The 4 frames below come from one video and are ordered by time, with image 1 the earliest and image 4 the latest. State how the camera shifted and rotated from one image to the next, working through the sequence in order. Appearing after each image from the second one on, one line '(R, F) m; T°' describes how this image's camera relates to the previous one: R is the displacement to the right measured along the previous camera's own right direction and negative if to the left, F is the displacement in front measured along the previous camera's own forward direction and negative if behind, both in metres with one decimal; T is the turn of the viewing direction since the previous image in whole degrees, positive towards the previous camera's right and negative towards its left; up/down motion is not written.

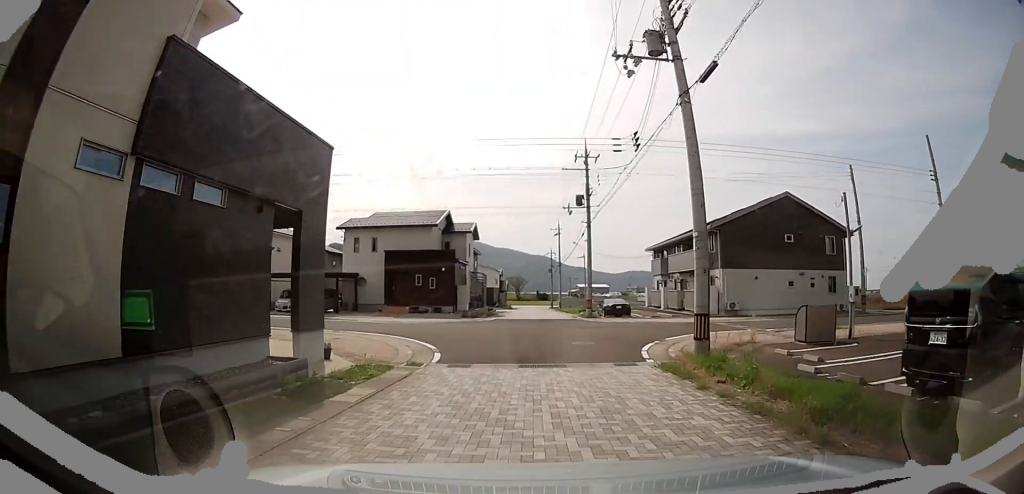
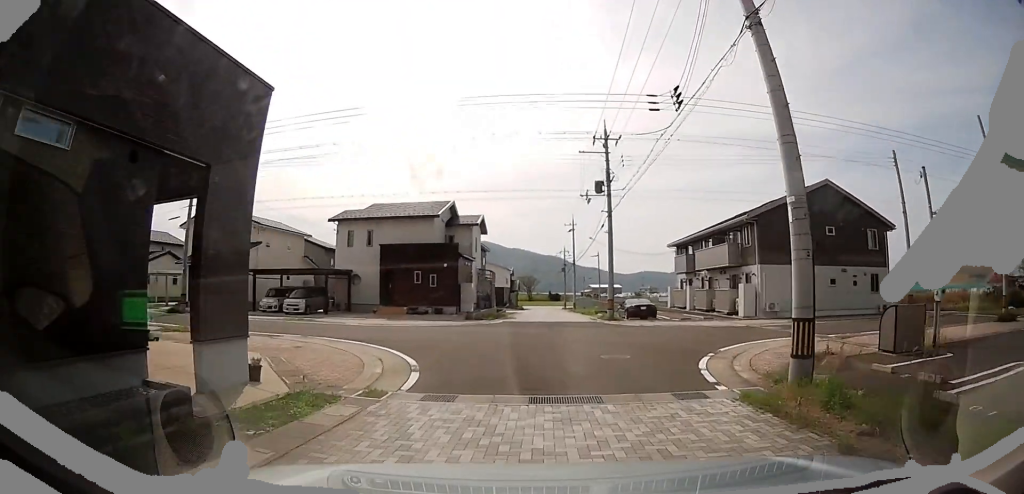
(0.0, +3.4) m; -1°
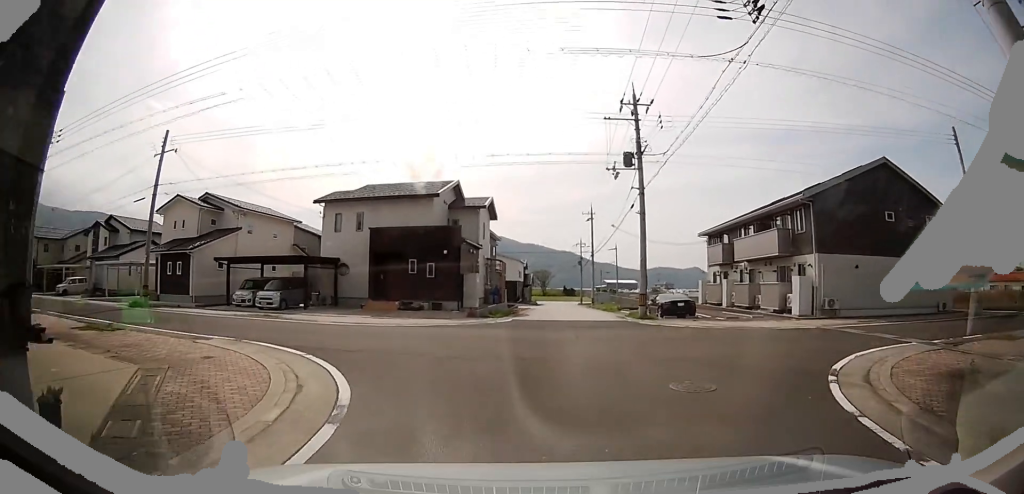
(0.0, +4.4) m; -11°
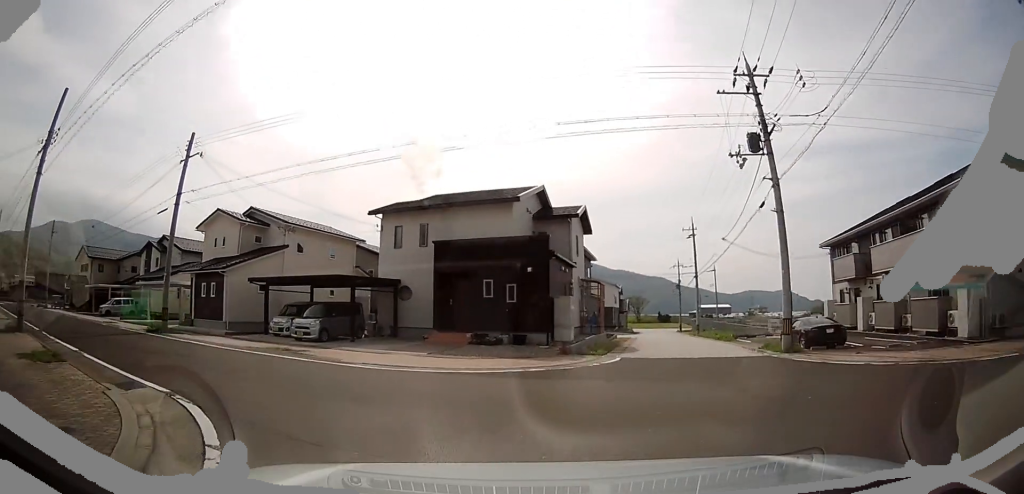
(-1.7, +4.9) m; -36°
